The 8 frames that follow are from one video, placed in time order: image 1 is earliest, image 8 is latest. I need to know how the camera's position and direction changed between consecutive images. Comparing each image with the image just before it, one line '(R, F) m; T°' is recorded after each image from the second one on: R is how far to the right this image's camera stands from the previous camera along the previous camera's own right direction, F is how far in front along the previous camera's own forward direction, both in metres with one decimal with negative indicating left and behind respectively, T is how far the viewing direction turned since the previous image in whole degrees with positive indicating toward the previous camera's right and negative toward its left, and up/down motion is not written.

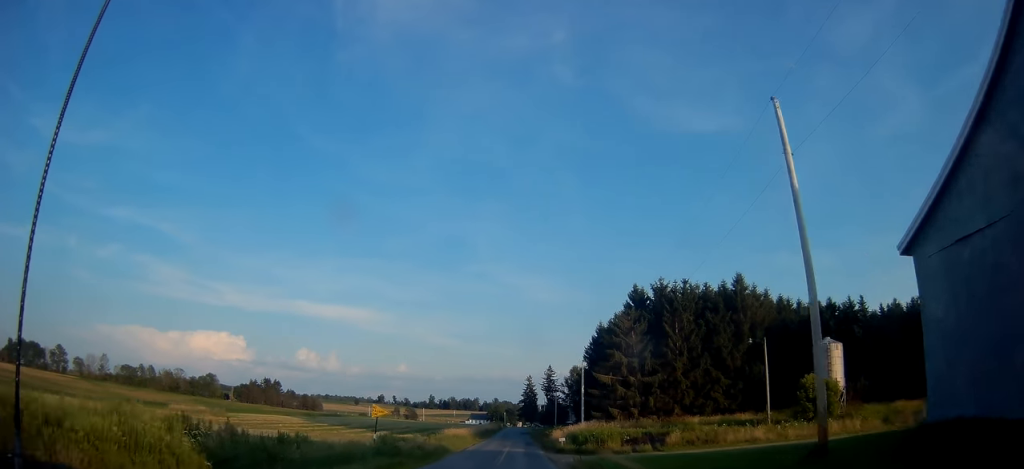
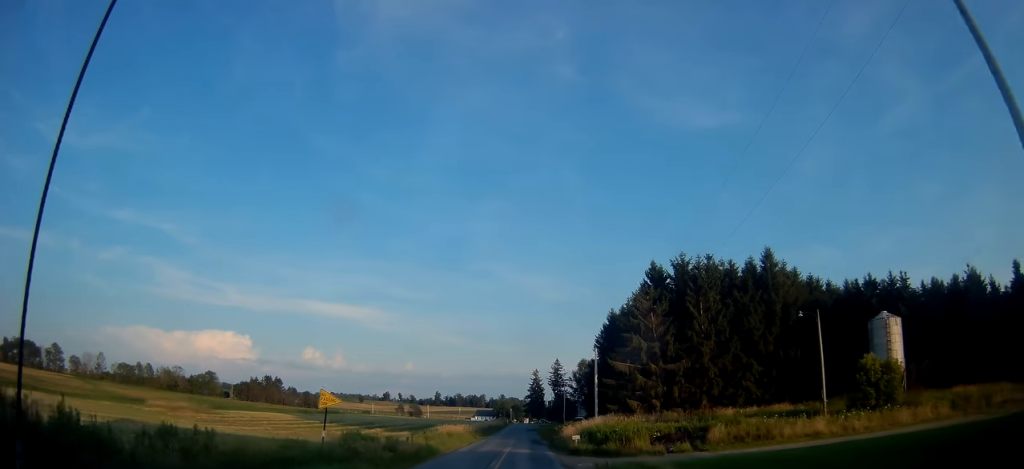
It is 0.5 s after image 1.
(-0.1, +8.9) m; 0°
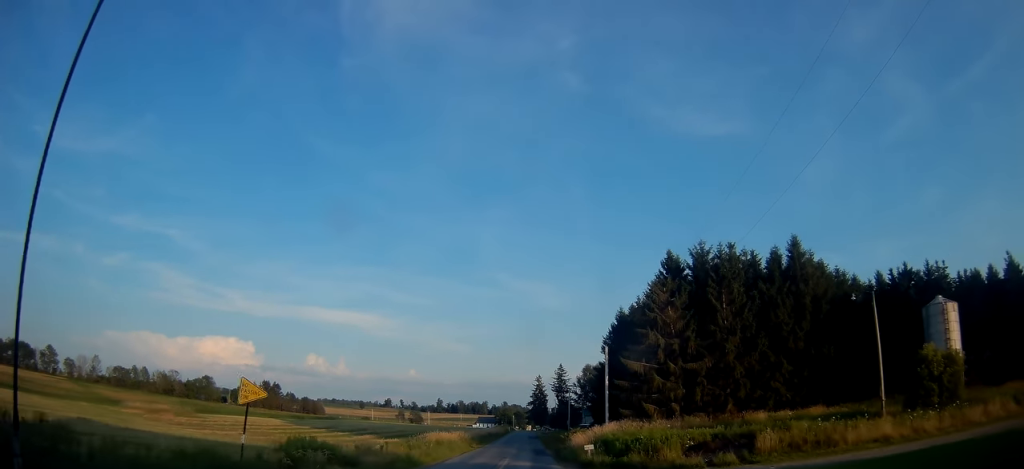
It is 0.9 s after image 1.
(0.0, +7.3) m; 0°
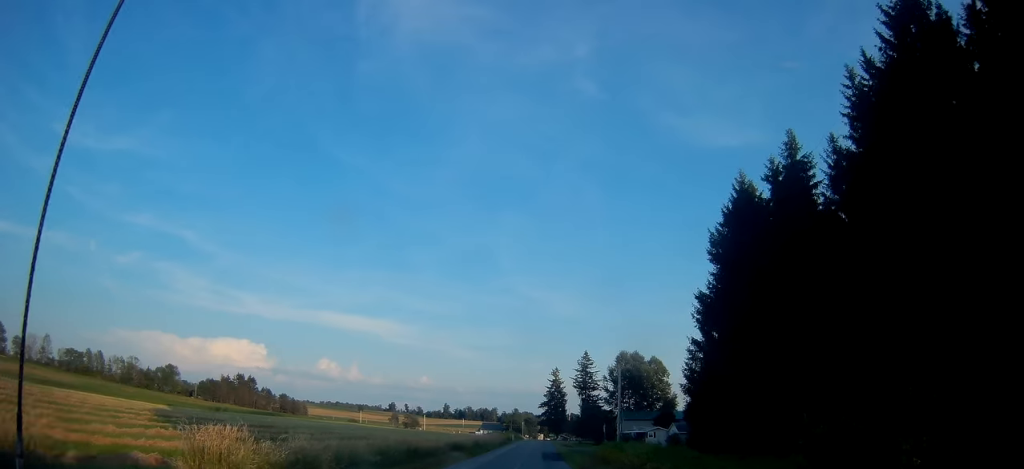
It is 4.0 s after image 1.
(-0.8, +56.2) m; -1°
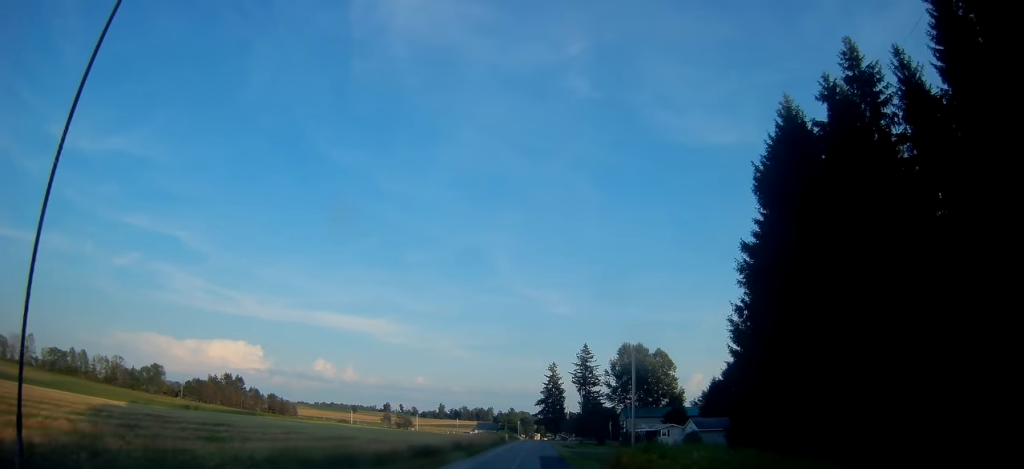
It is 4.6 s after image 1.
(0.0, +11.5) m; +1°
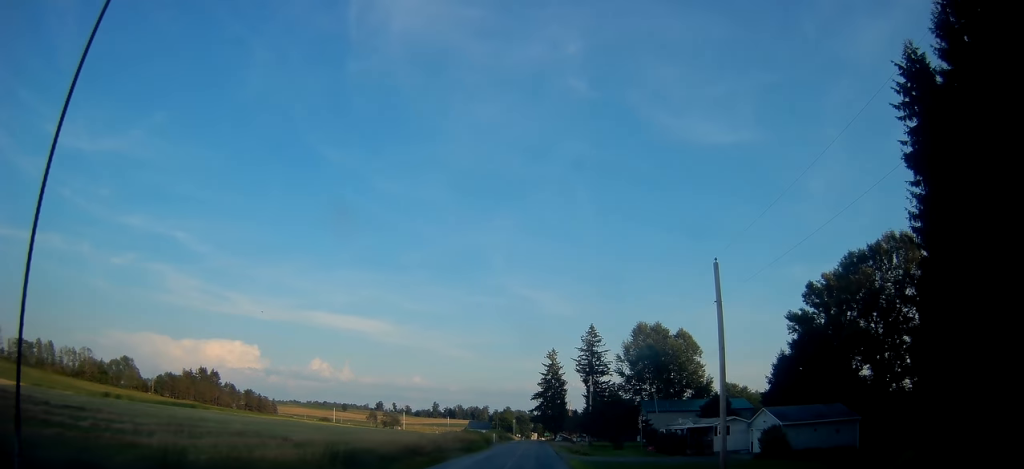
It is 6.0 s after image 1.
(+0.3, +25.9) m; 0°
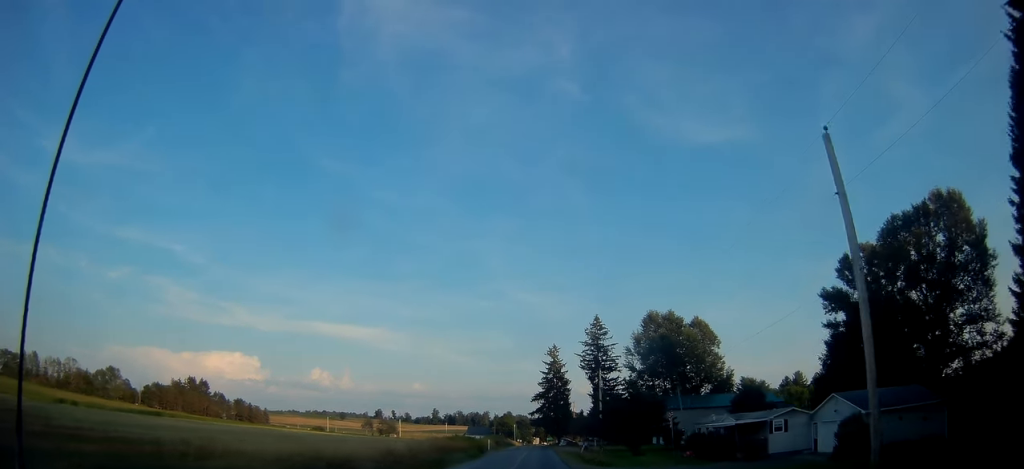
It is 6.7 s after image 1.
(0.0, +12.6) m; -1°
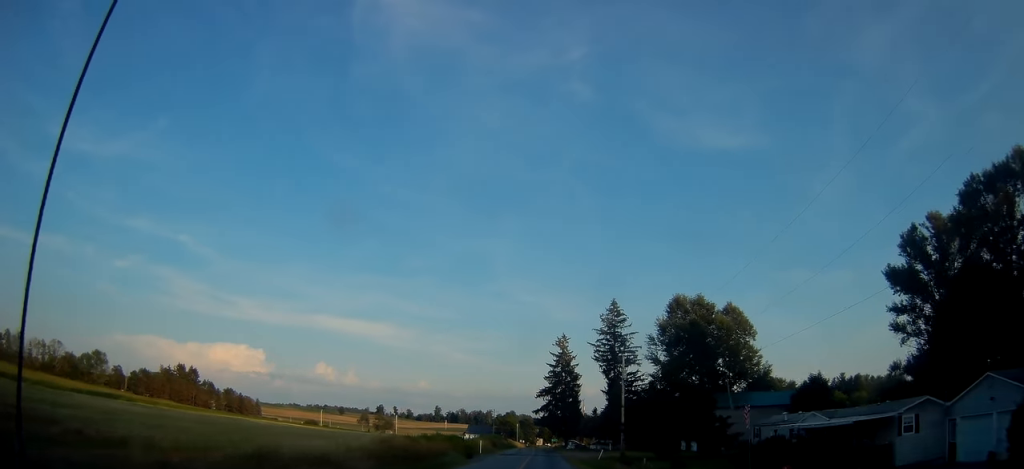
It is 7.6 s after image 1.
(-0.1, +15.5) m; 0°
